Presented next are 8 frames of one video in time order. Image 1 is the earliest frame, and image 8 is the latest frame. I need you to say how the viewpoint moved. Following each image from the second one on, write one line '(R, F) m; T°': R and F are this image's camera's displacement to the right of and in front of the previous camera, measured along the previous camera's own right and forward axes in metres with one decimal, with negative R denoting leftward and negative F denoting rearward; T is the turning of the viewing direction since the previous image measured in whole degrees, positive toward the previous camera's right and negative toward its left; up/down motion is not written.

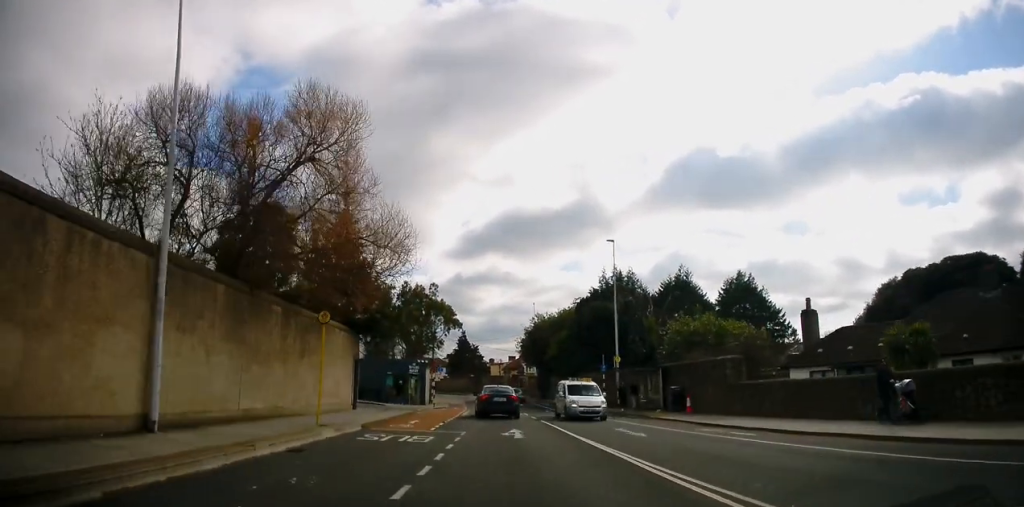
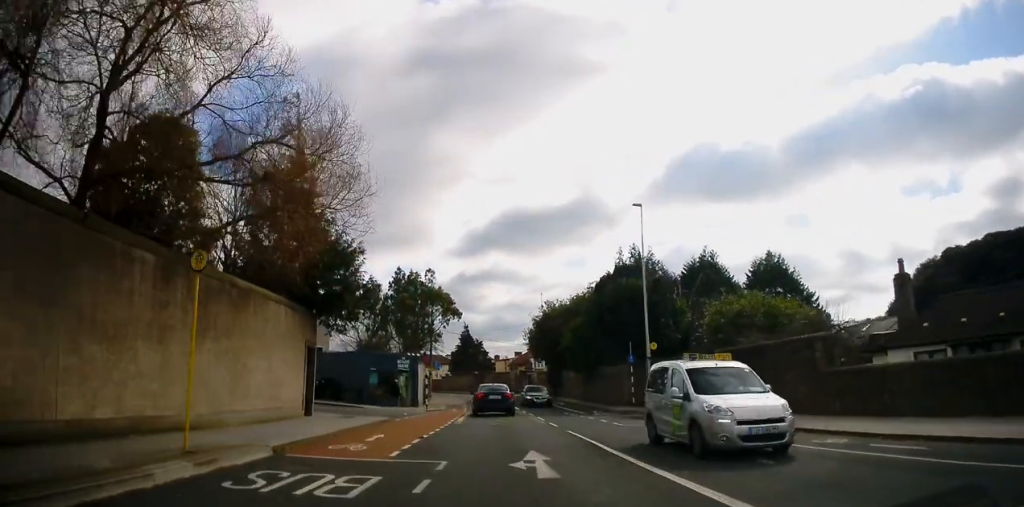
(-0.1, +7.5) m; 0°
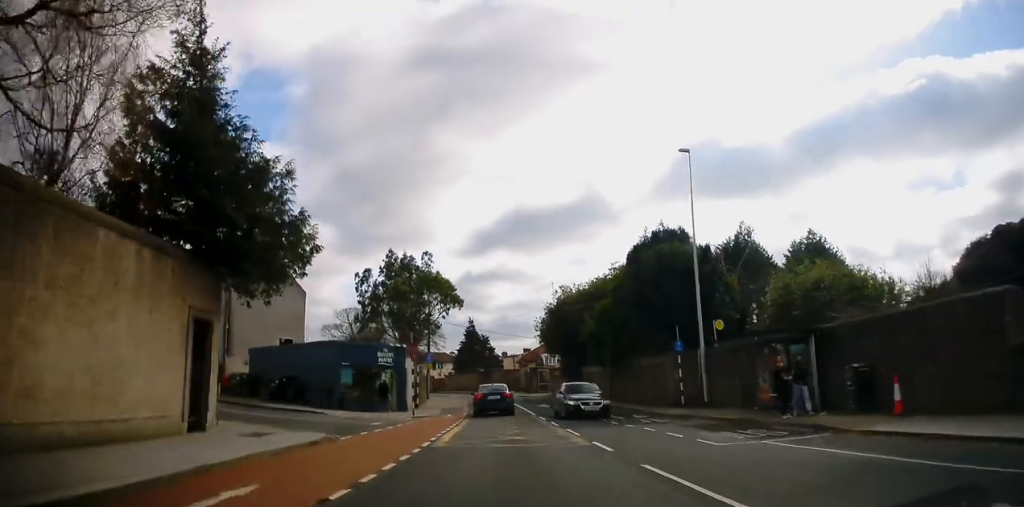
(0.0, +8.9) m; +1°
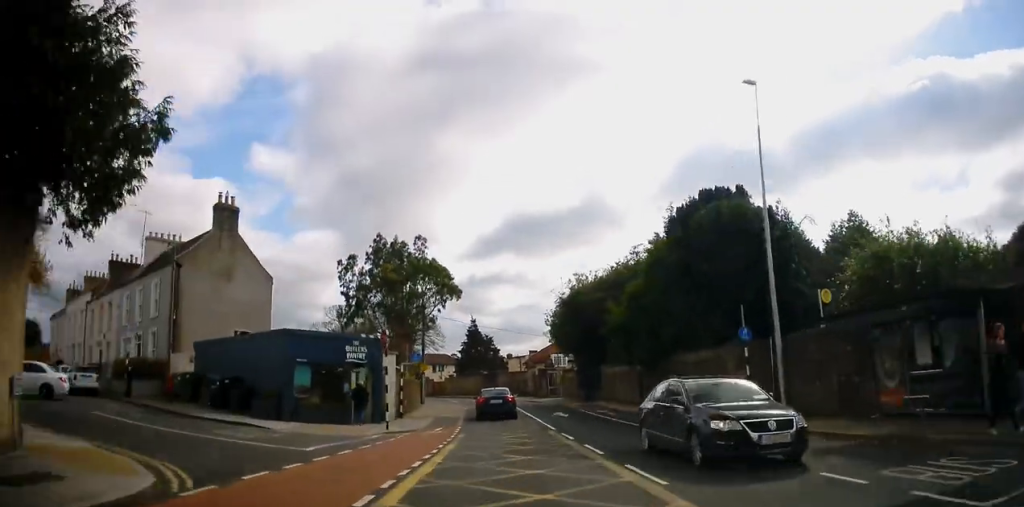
(+0.3, +8.5) m; 0°
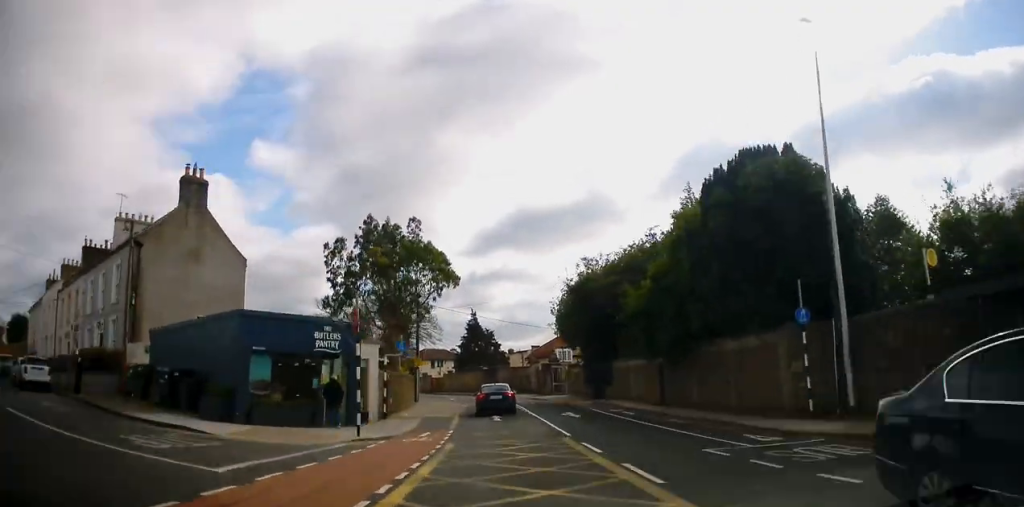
(-0.1, +4.5) m; -1°
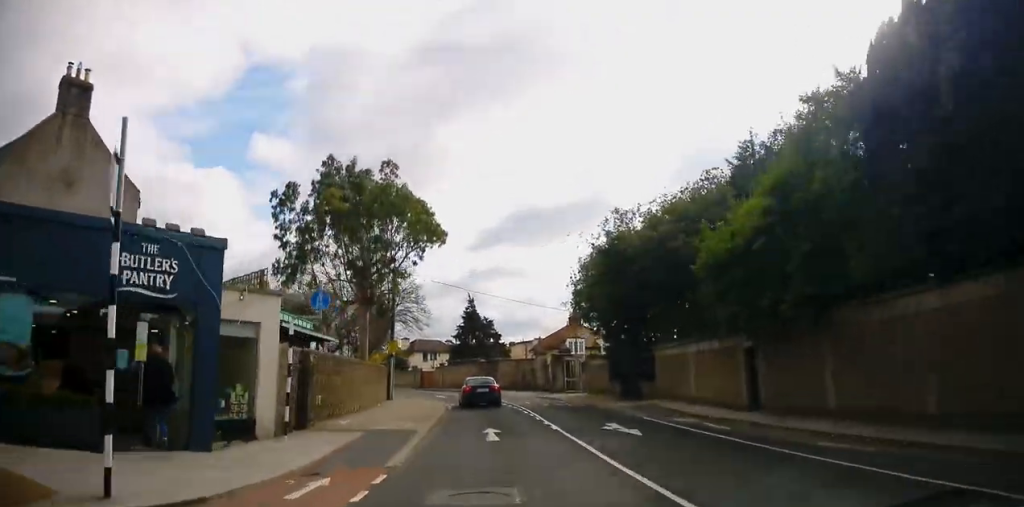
(-0.3, +11.0) m; -2°
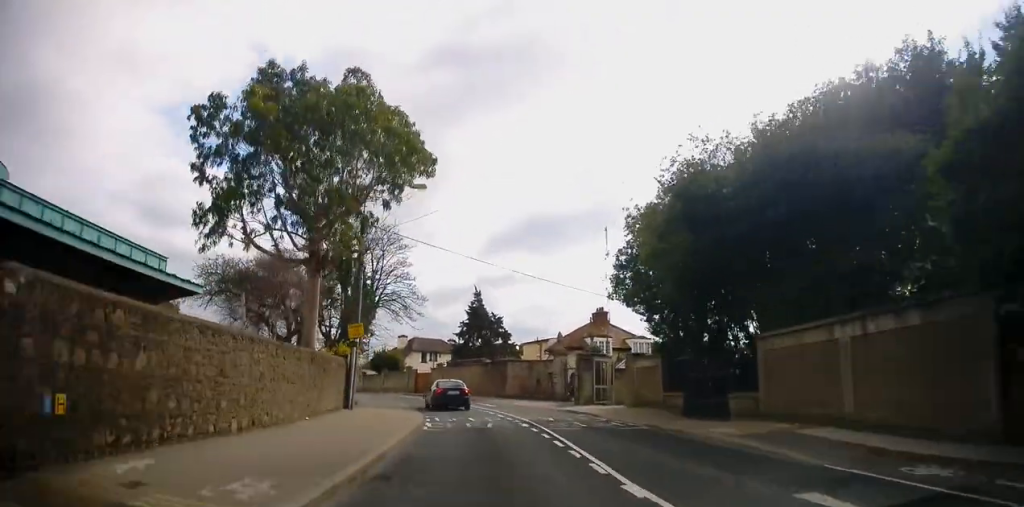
(-0.2, +10.2) m; -1°
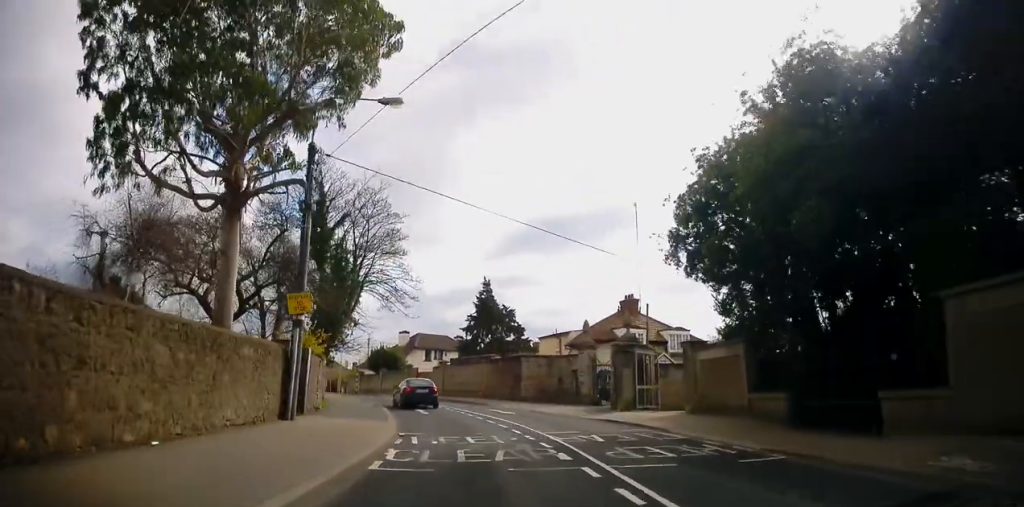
(0.0, +7.3) m; 0°
